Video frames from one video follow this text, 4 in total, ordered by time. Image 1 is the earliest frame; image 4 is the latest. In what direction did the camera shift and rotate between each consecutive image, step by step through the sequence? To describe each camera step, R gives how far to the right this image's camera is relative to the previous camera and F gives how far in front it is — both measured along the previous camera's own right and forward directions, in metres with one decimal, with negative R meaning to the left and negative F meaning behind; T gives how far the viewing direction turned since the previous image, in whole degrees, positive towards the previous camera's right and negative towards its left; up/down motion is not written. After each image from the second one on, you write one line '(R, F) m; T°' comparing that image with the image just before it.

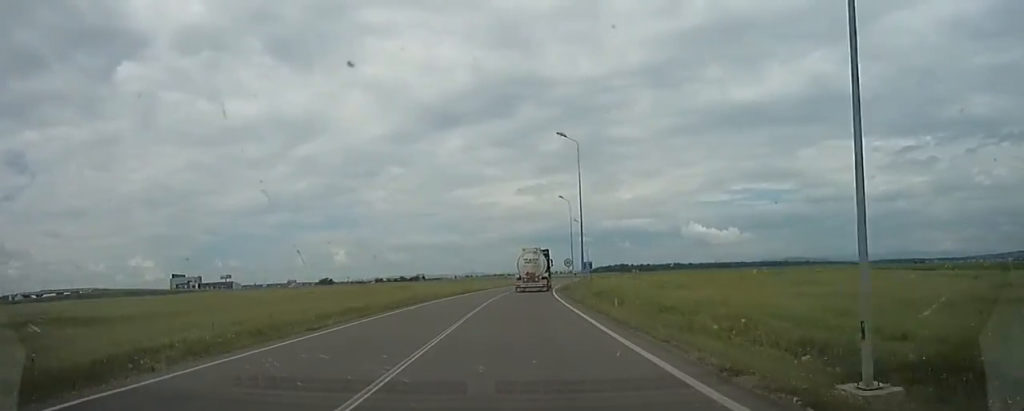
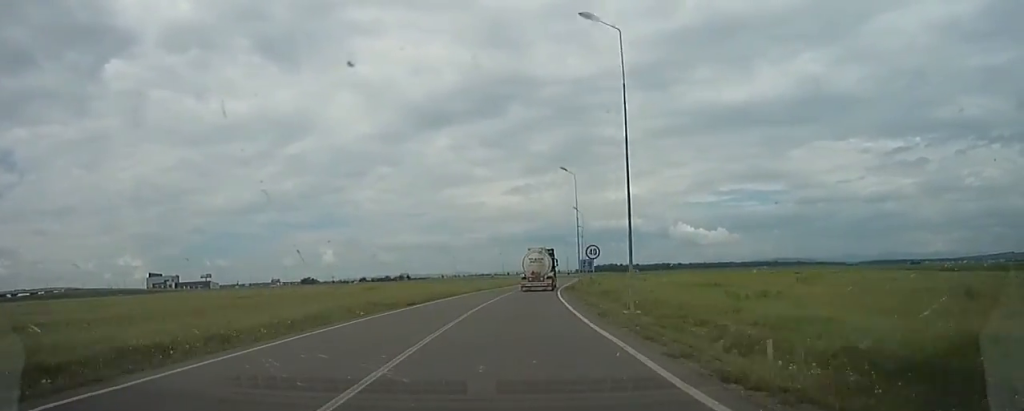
(+0.5, +16.8) m; +1°
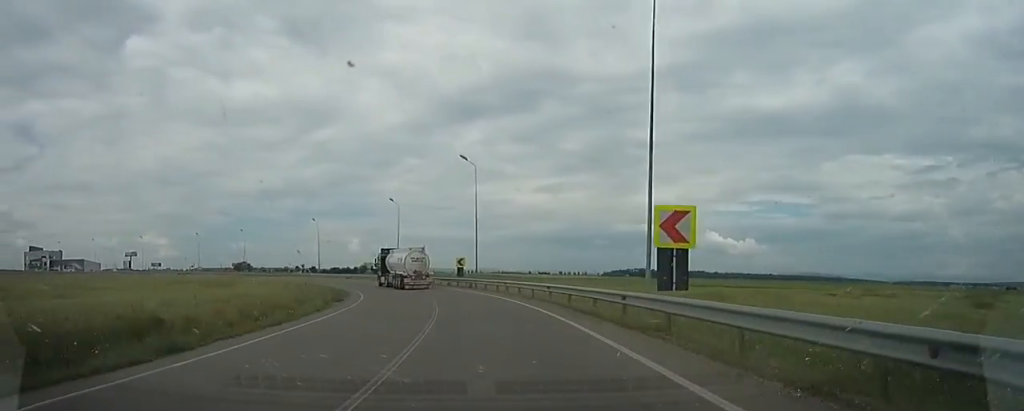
(+5.0, +149.8) m; -12°
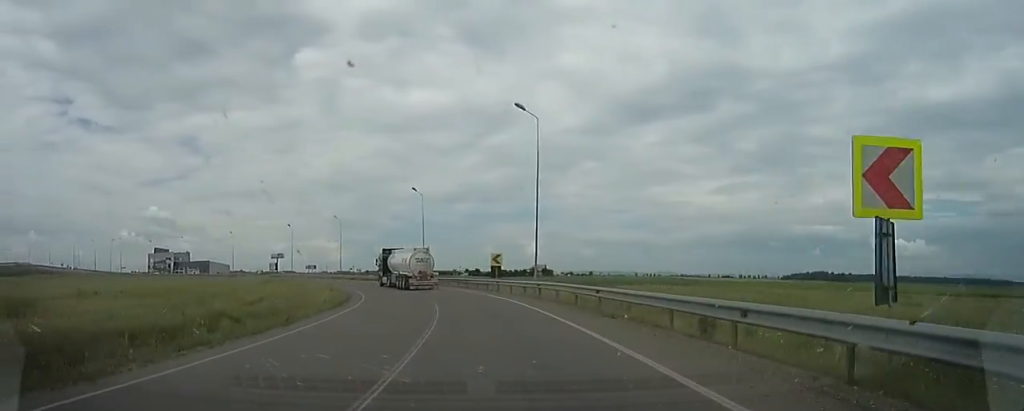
(-7.8, +38.7) m; -20°
